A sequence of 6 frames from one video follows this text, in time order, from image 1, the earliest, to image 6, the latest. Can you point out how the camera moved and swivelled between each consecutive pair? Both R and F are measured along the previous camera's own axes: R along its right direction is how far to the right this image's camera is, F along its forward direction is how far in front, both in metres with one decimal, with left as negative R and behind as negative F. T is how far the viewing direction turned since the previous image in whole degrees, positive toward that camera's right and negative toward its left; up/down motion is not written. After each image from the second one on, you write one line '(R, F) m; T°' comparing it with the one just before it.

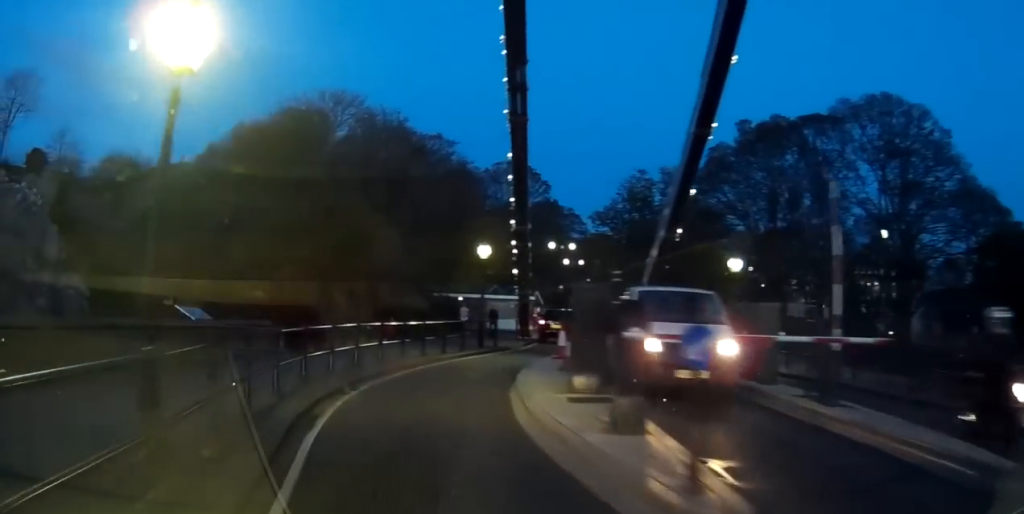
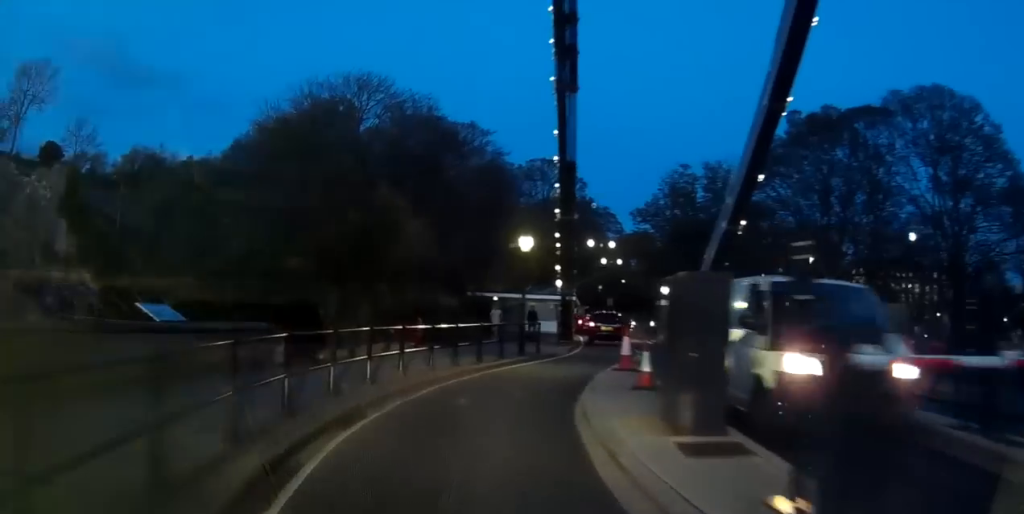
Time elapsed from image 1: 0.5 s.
(0.0, +3.4) m; +1°
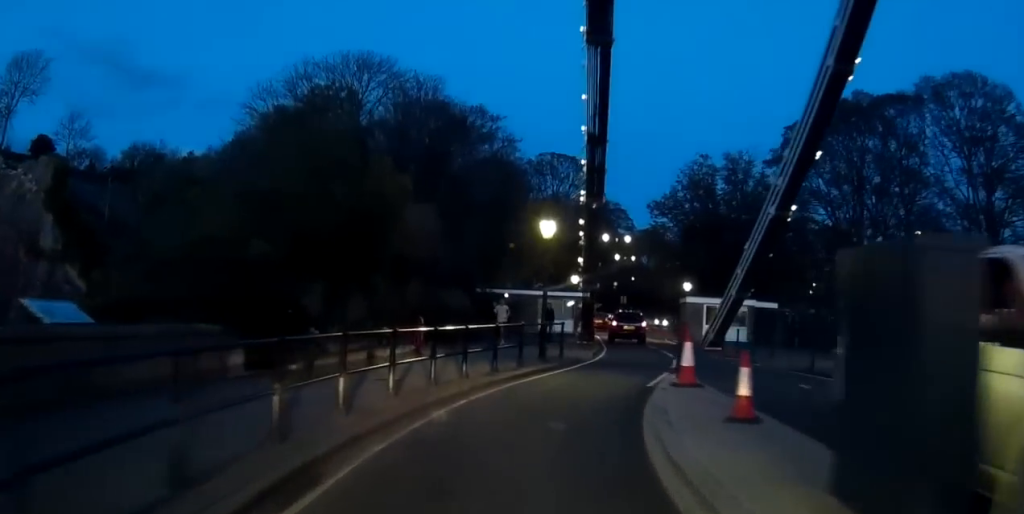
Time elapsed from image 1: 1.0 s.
(0.0, +3.7) m; +1°
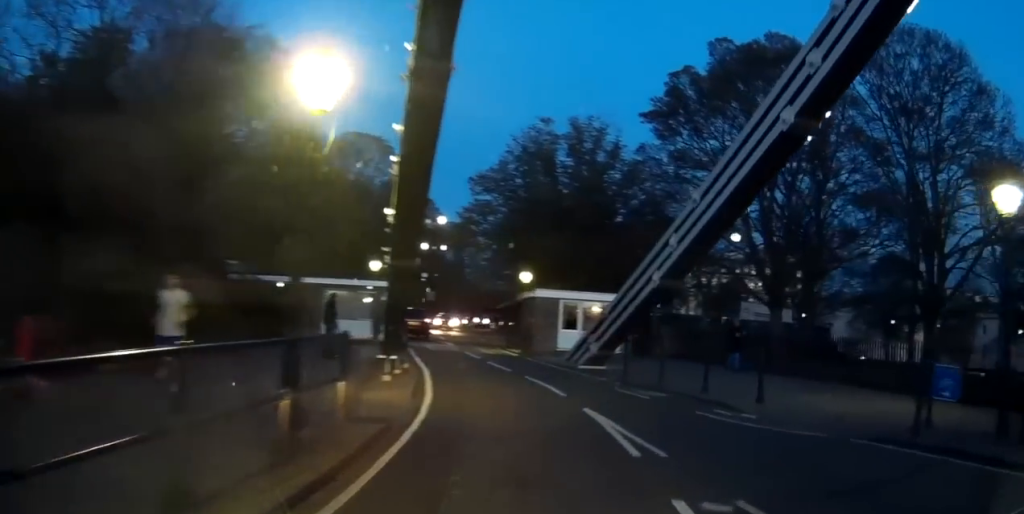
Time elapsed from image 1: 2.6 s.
(+0.4, +13.0) m; +7°
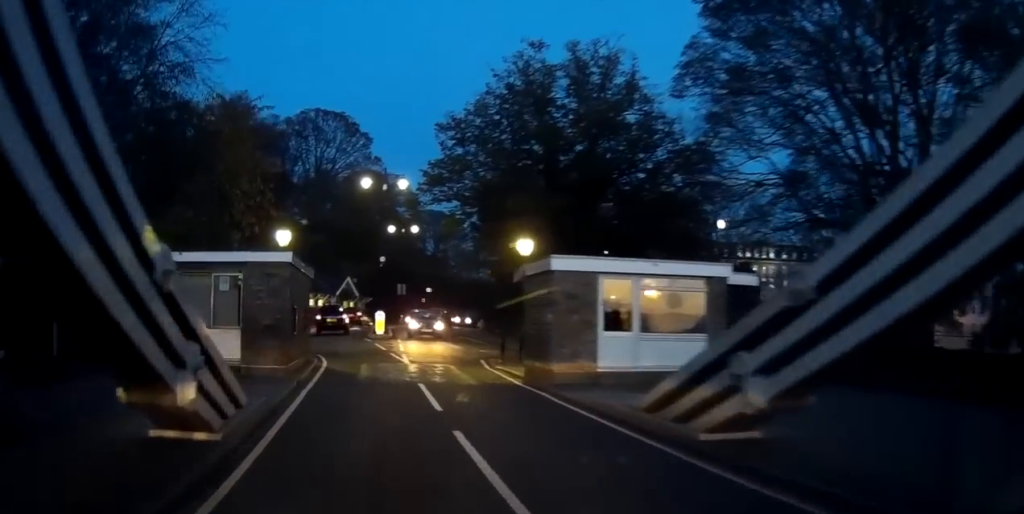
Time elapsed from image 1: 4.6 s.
(+1.2, +14.8) m; +2°
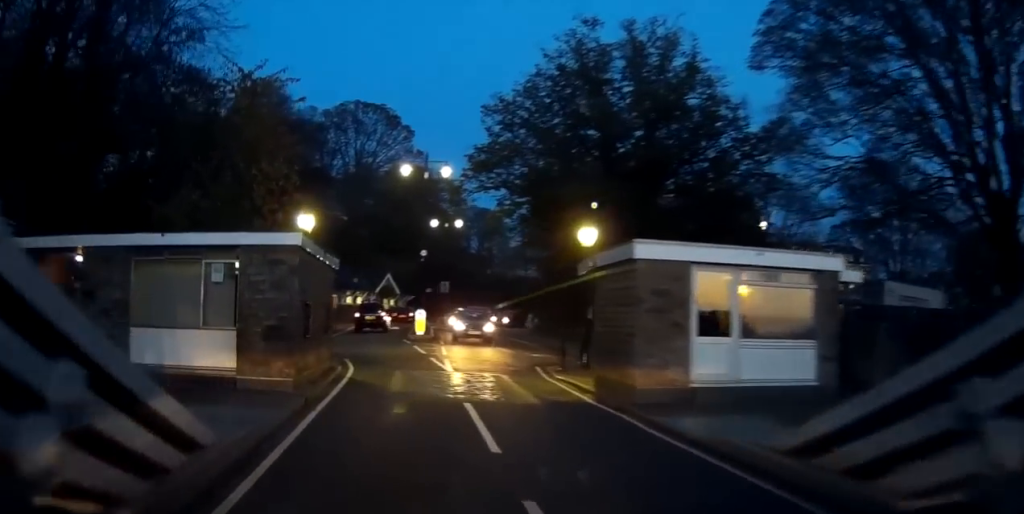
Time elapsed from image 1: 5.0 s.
(-0.1, +3.5) m; -3°
